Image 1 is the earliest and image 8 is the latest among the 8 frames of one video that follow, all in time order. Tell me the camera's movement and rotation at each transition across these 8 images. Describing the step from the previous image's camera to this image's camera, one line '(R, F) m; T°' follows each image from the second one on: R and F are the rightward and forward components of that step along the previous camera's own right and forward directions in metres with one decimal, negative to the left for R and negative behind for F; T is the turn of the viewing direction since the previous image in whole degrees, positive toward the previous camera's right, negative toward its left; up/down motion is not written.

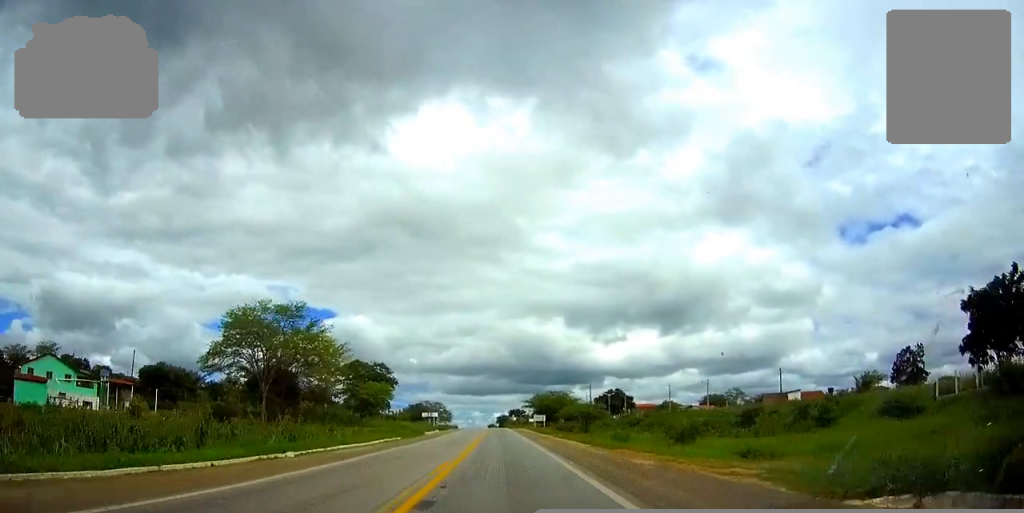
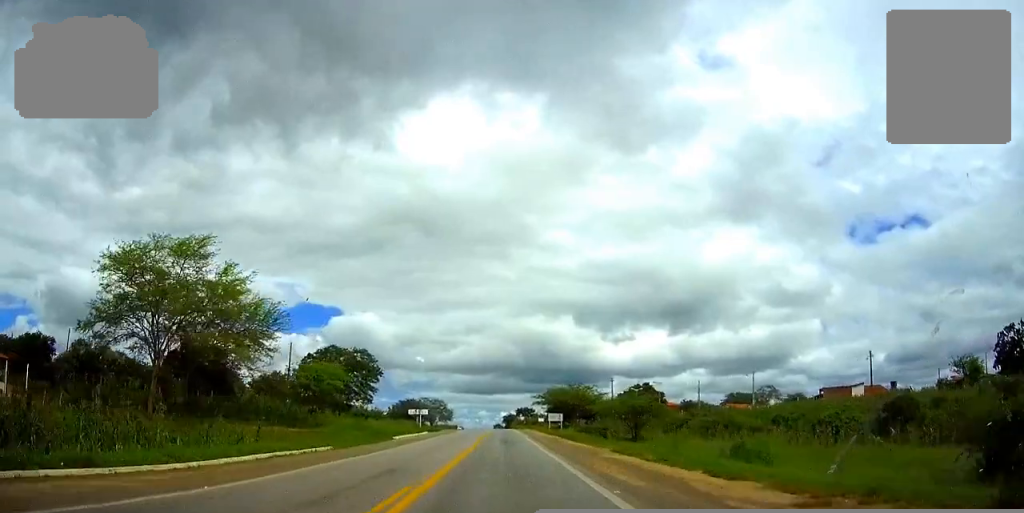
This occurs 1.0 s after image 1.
(-0.2, +23.5) m; 0°
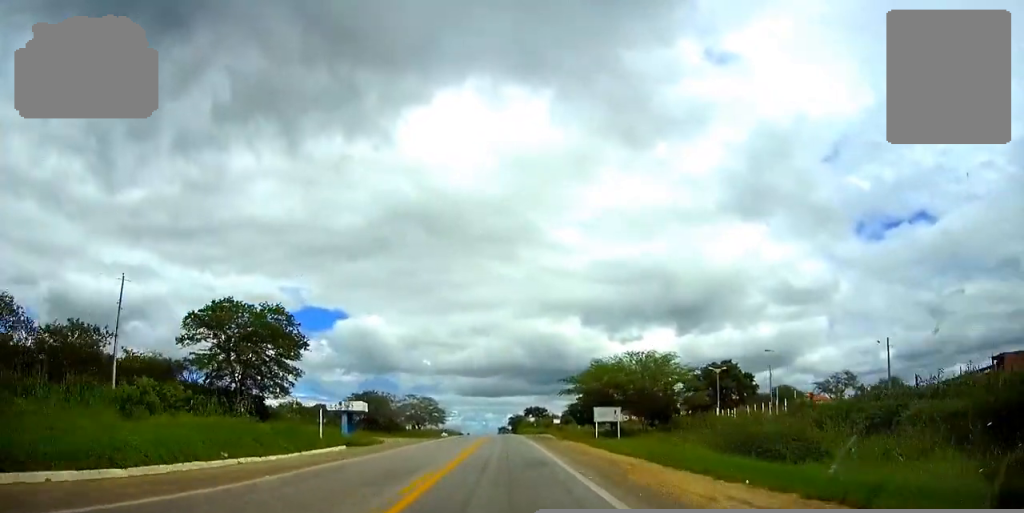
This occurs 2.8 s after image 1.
(-0.1, +44.5) m; -1°
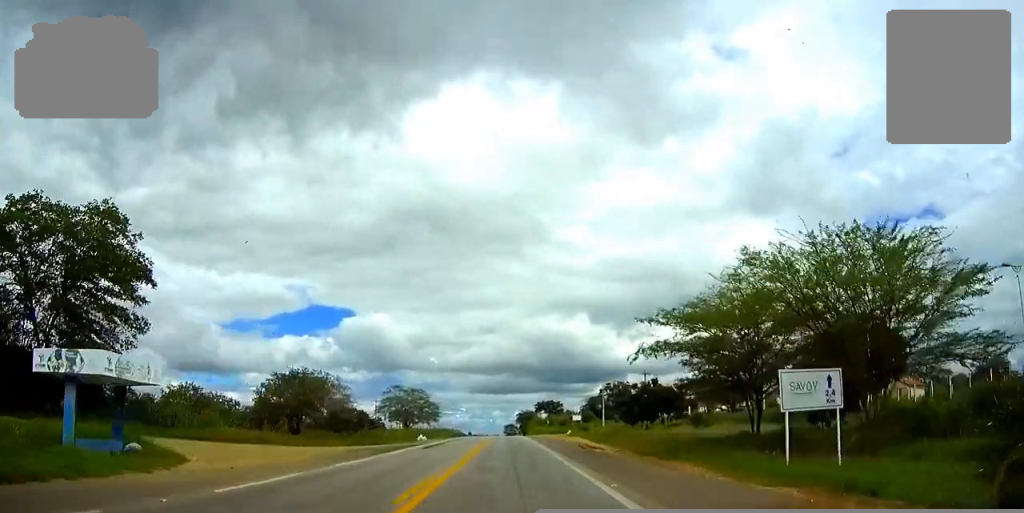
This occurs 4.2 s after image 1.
(-0.3, +33.1) m; 0°
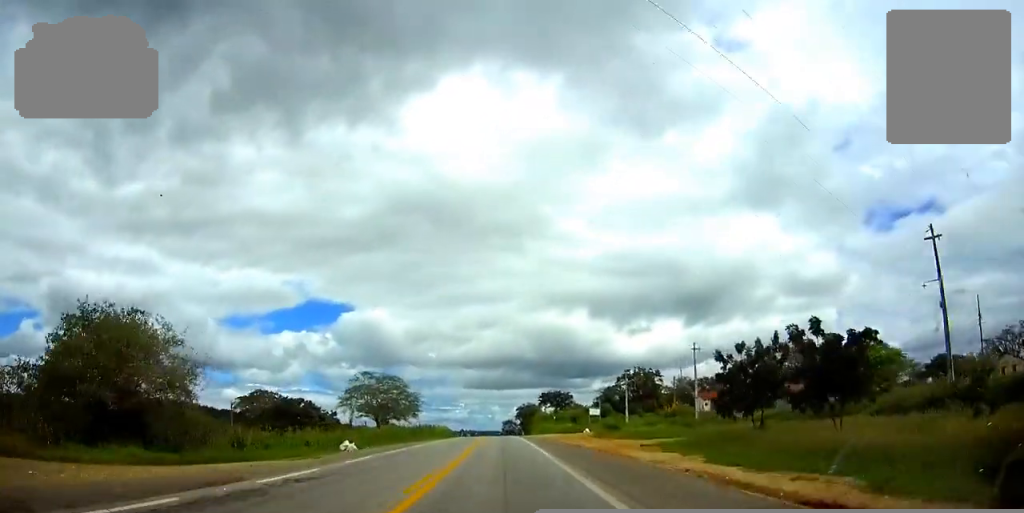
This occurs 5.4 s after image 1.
(+0.1, +29.8) m; 0°
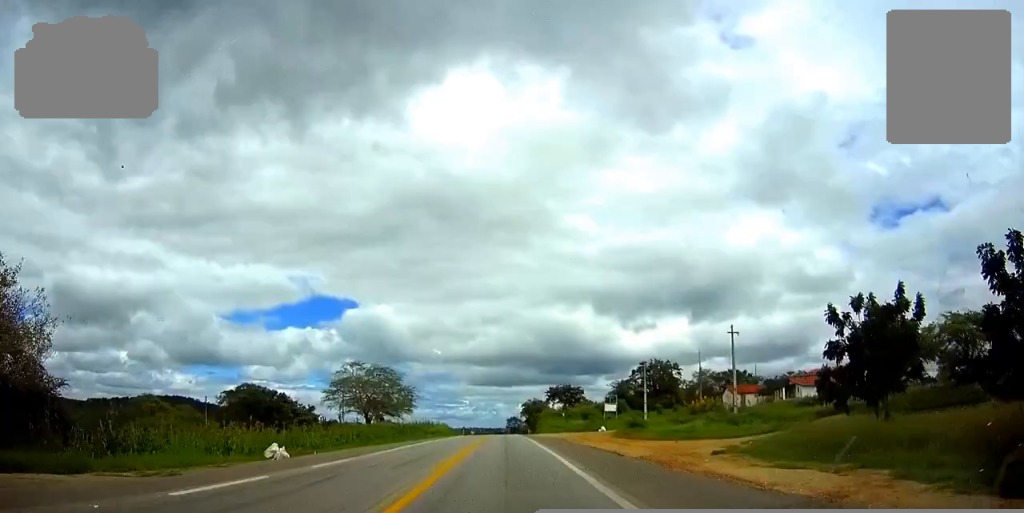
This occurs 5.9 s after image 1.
(0.0, +12.1) m; 0°
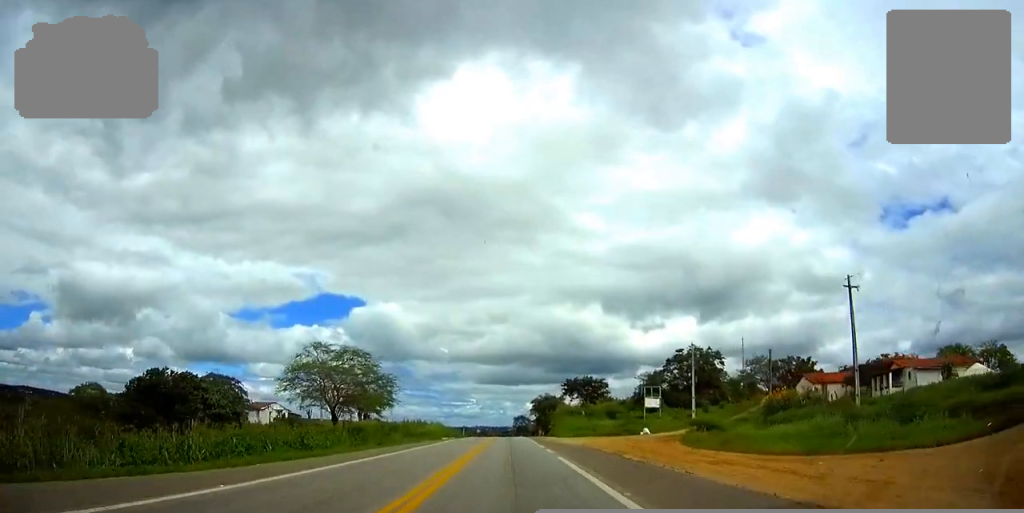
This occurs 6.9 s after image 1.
(-0.2, +23.3) m; -1°
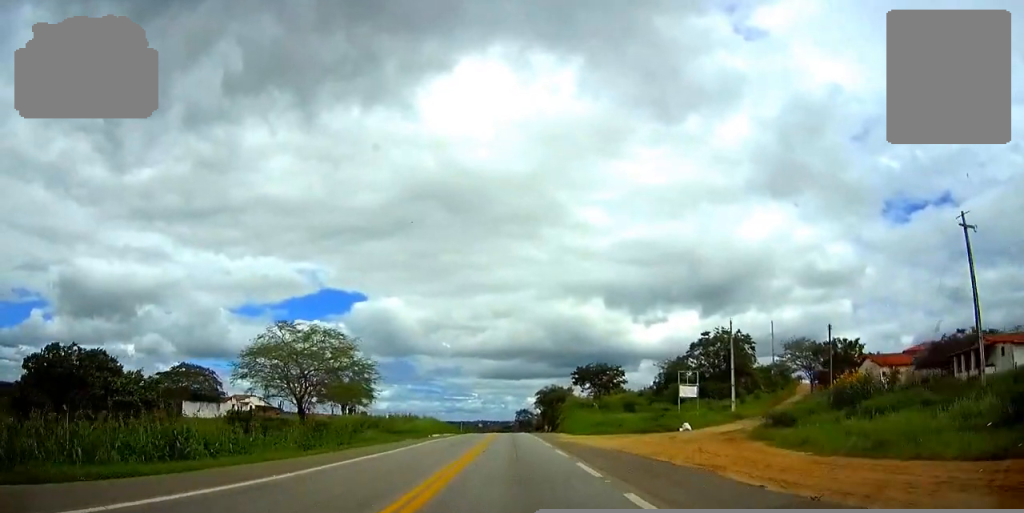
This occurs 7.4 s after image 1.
(0.0, +13.7) m; 0°
